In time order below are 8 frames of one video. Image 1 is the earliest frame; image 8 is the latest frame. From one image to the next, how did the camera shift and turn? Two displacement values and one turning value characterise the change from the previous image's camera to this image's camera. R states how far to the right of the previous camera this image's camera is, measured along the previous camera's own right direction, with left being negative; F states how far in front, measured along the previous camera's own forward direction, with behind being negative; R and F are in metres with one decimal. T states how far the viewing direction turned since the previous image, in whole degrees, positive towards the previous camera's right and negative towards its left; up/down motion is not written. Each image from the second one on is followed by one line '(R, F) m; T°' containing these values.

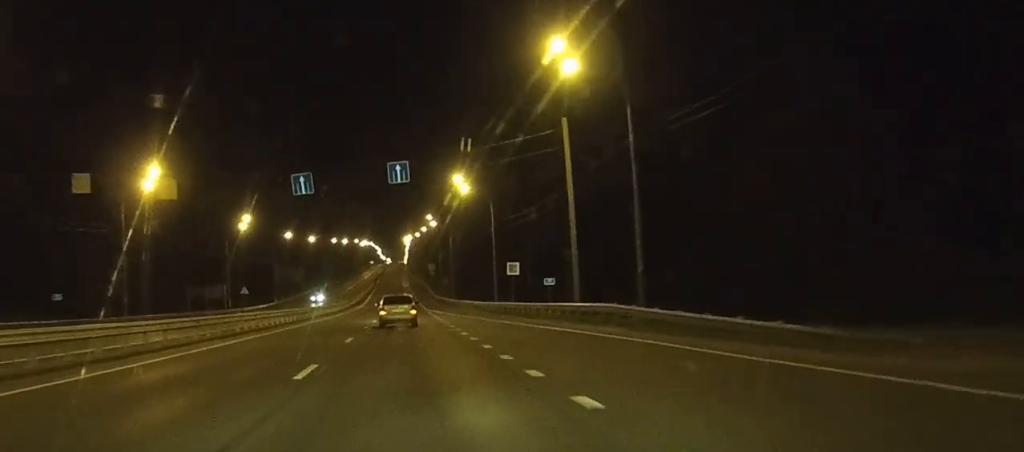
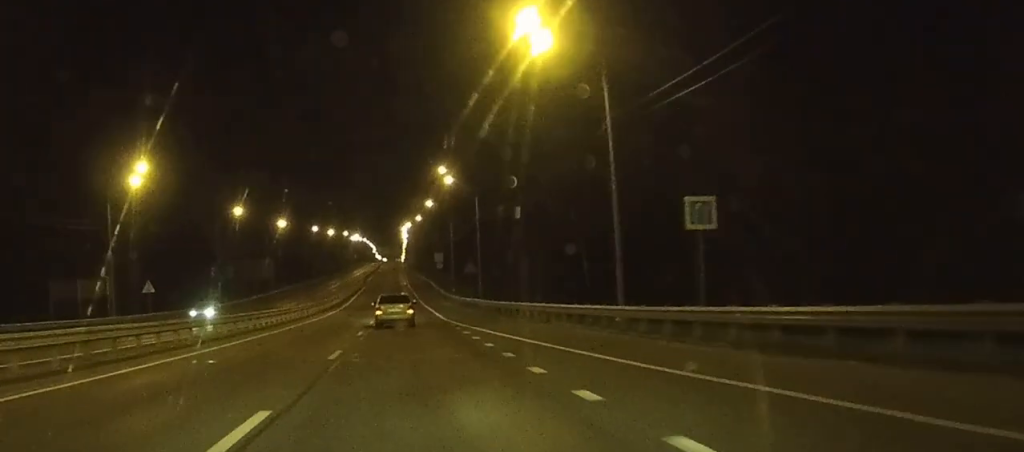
(-0.1, +40.3) m; 0°
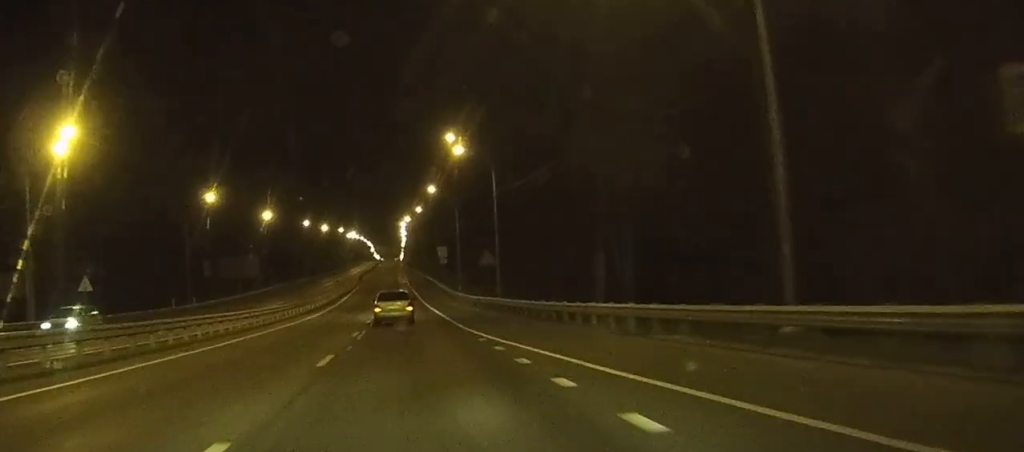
(0.0, +12.6) m; 0°
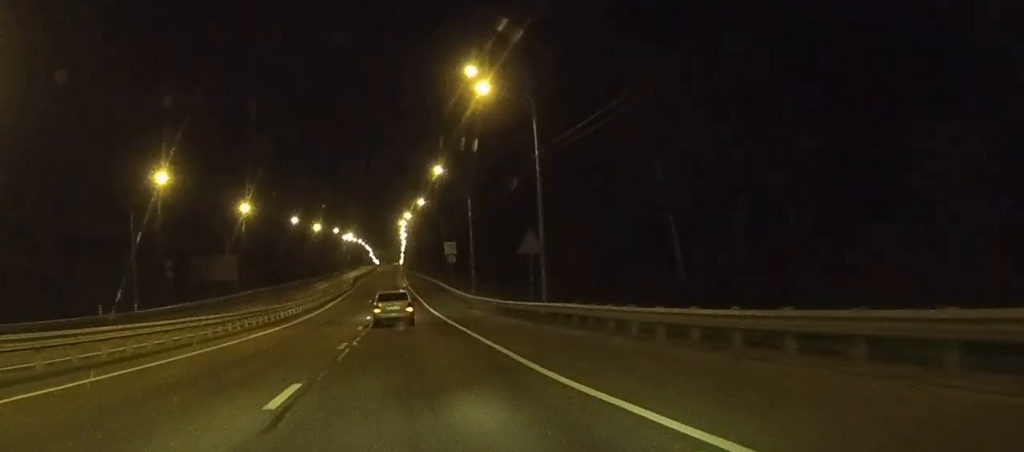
(0.0, +15.4) m; 0°
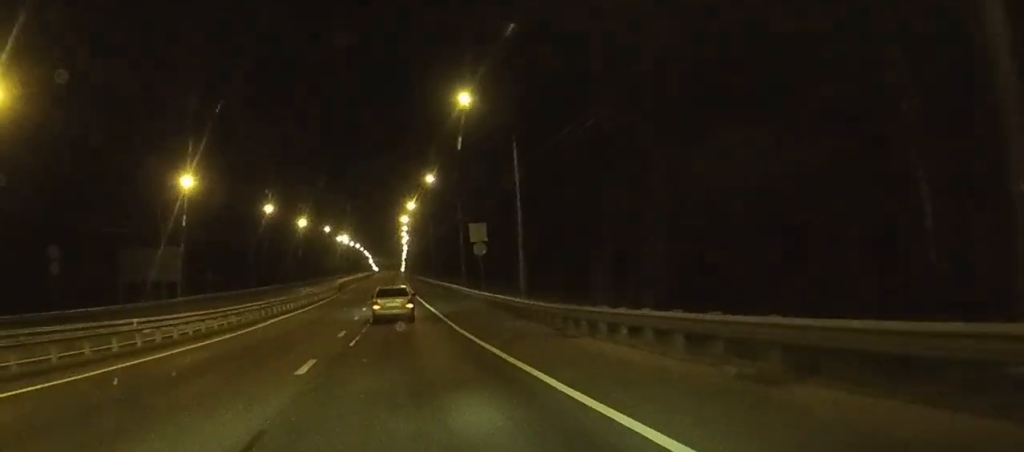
(0.0, +31.2) m; 0°
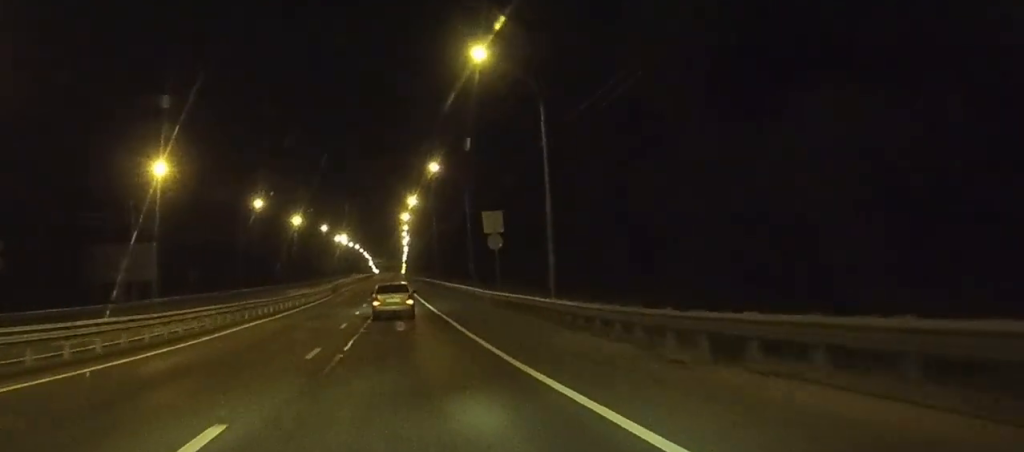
(0.0, +10.5) m; 0°
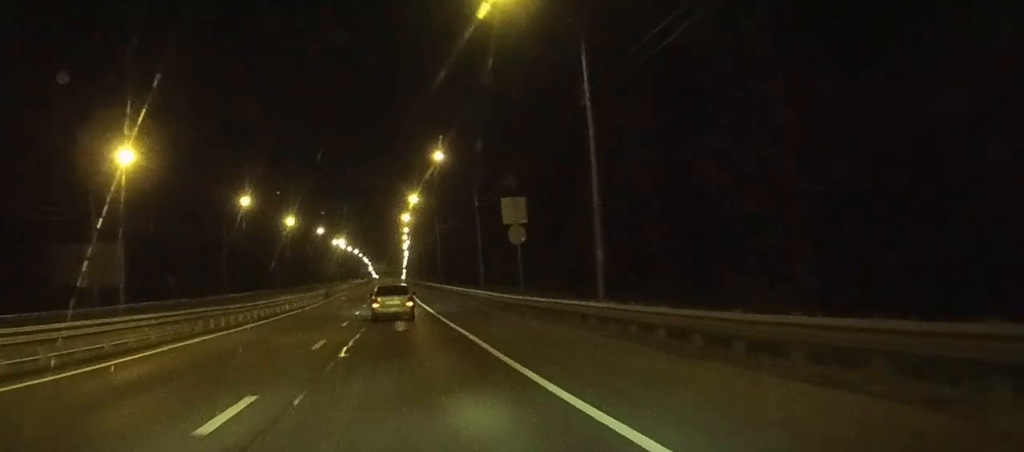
(0.0, +10.7) m; 0°
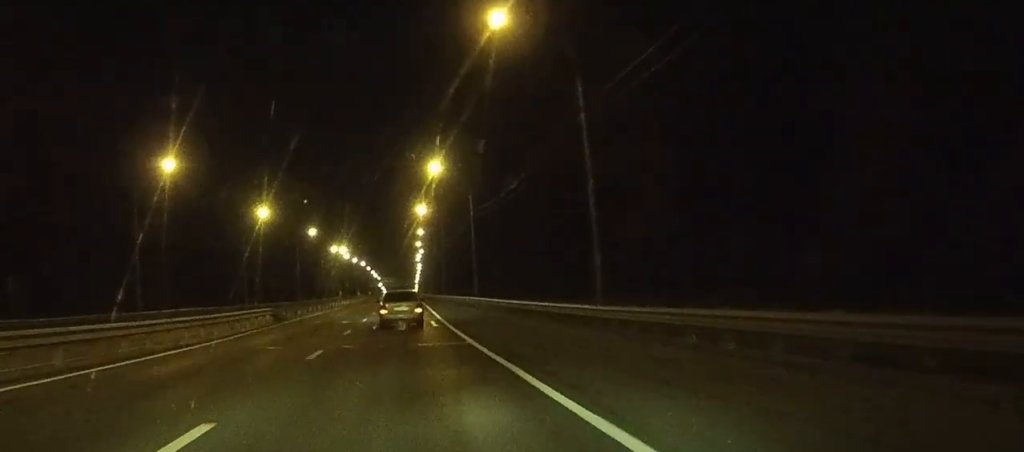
(-0.1, +42.4) m; 0°
